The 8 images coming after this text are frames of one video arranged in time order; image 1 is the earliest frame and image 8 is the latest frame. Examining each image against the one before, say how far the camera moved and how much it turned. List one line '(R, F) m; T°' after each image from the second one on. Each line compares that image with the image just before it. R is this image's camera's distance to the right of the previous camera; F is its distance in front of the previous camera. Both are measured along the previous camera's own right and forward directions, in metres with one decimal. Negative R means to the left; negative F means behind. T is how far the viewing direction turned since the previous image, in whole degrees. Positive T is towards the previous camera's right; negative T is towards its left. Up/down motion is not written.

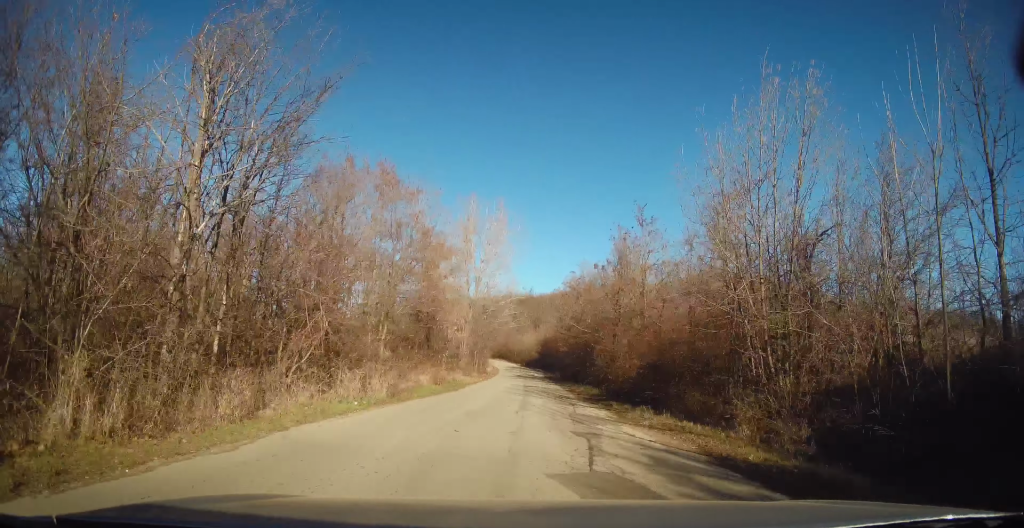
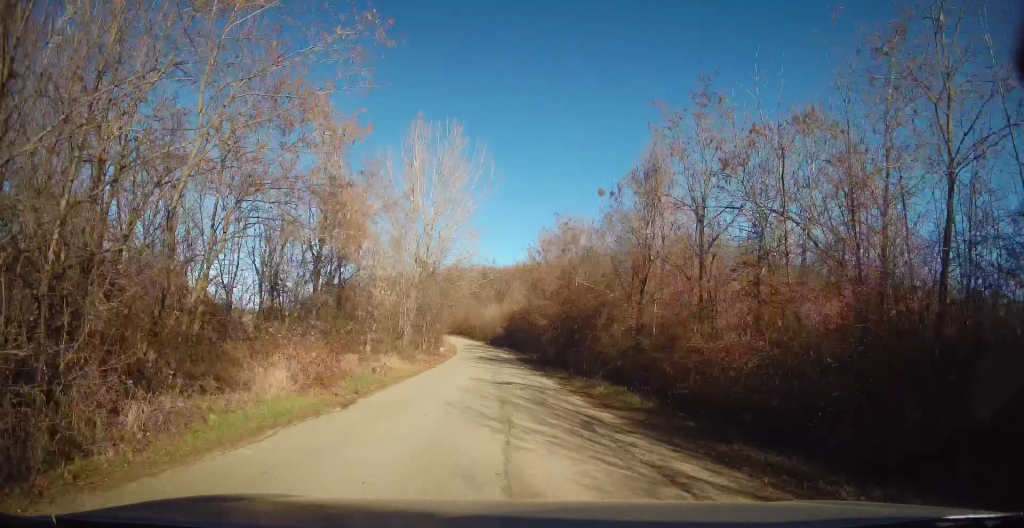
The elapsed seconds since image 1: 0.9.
(+0.8, +12.5) m; +6°
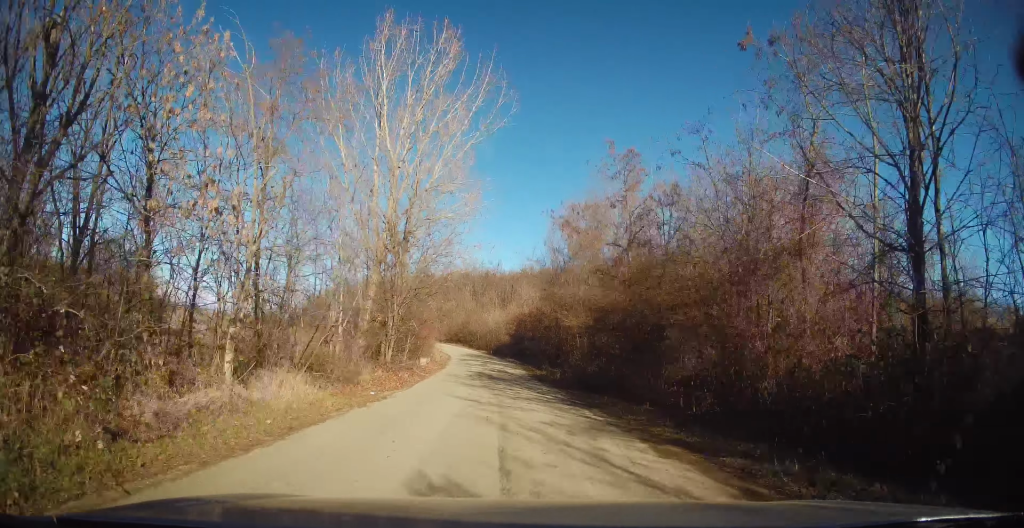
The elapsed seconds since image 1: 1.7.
(+0.6, +13.1) m; +1°
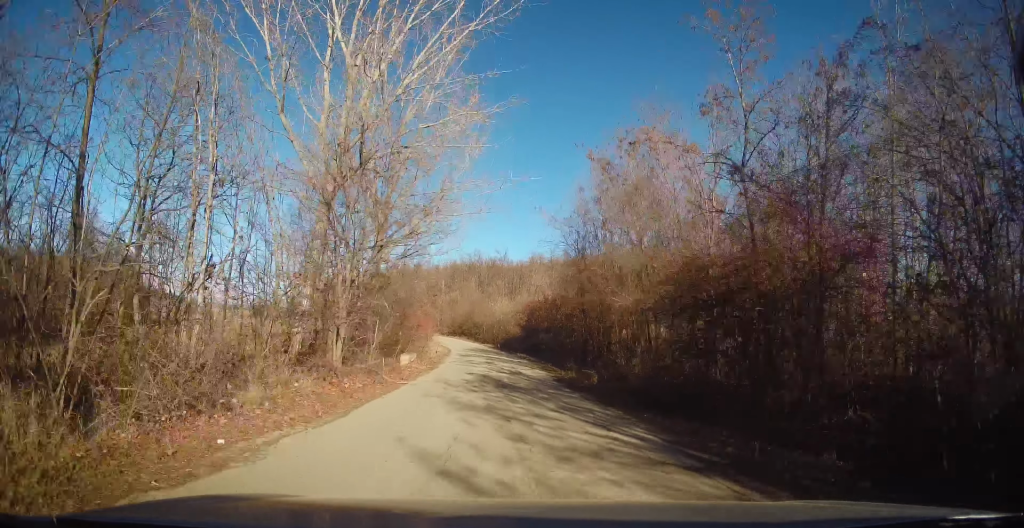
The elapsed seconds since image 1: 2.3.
(-0.1, +8.4) m; 0°
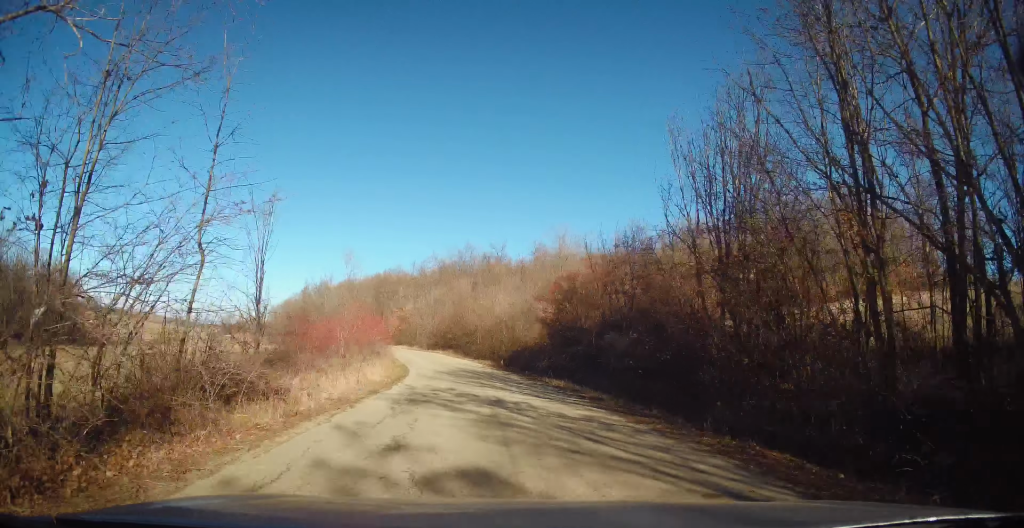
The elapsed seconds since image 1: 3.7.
(-0.1, +23.9) m; -1°
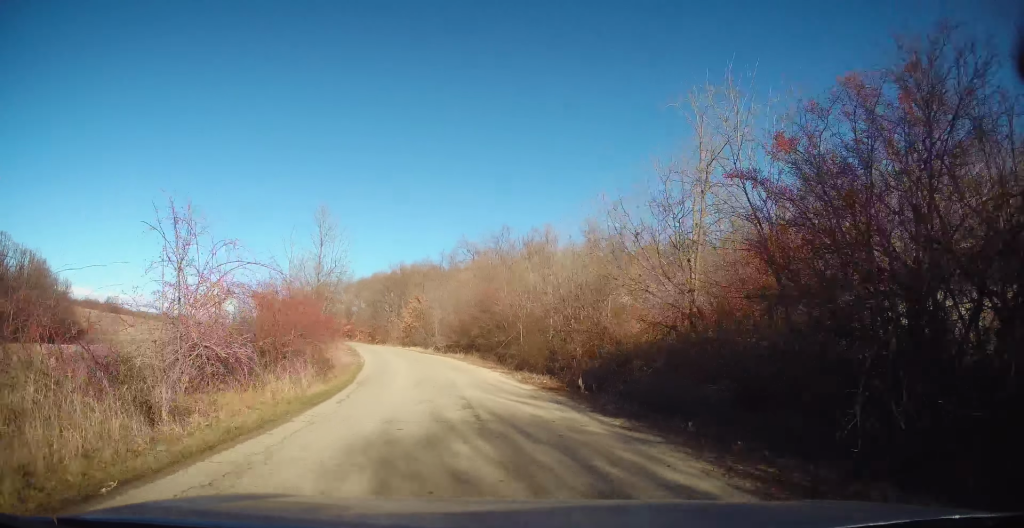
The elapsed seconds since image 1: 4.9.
(-0.5, +20.2) m; -3°
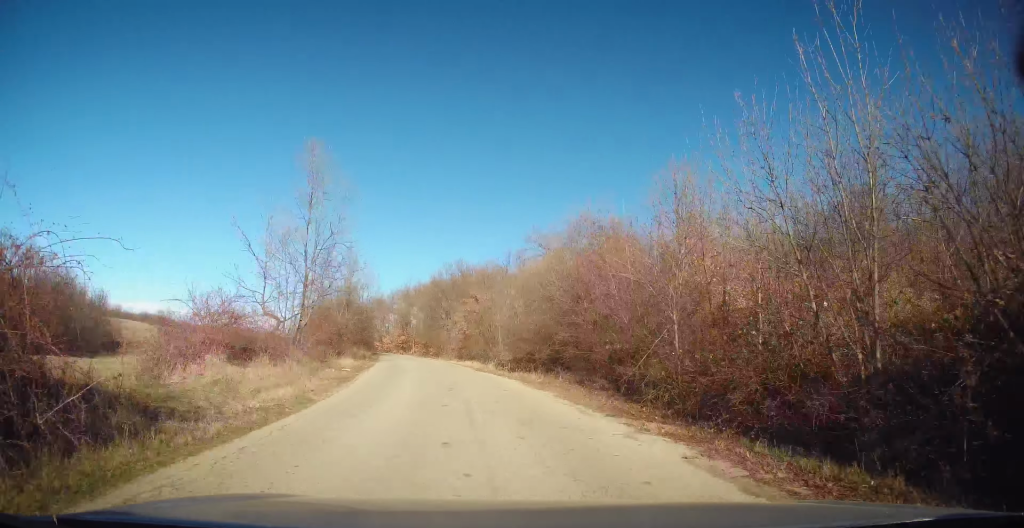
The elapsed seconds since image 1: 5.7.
(-0.2, +14.9) m; -5°
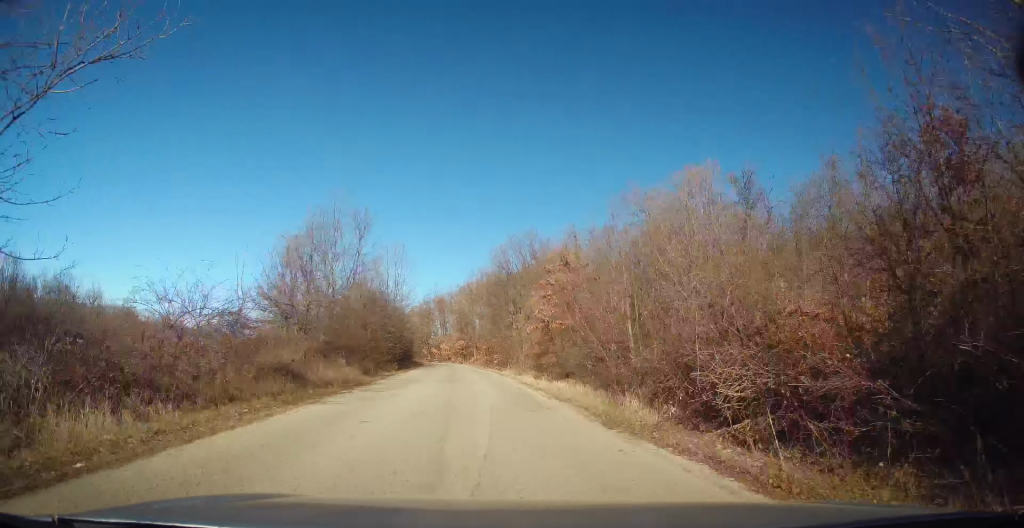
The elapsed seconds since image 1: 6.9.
(-1.6, +20.9) m; -9°
